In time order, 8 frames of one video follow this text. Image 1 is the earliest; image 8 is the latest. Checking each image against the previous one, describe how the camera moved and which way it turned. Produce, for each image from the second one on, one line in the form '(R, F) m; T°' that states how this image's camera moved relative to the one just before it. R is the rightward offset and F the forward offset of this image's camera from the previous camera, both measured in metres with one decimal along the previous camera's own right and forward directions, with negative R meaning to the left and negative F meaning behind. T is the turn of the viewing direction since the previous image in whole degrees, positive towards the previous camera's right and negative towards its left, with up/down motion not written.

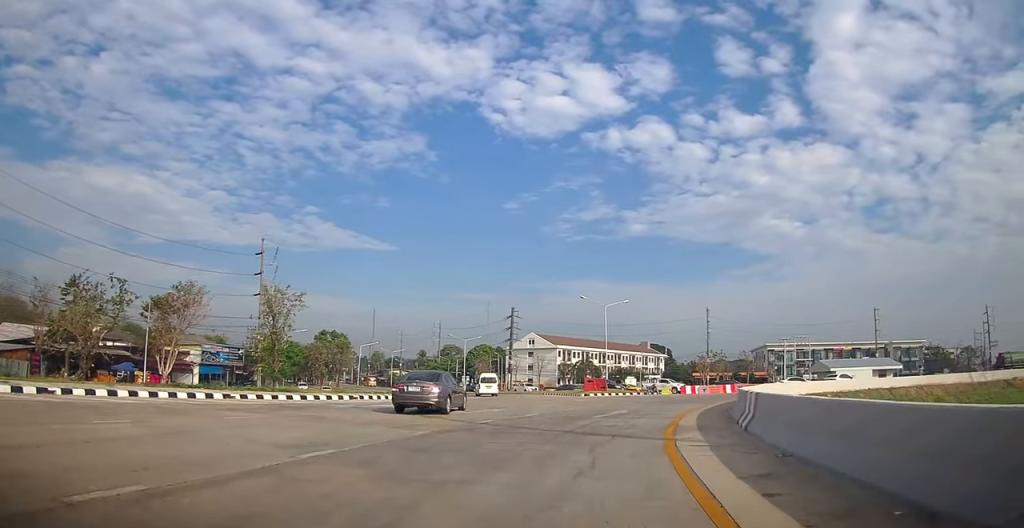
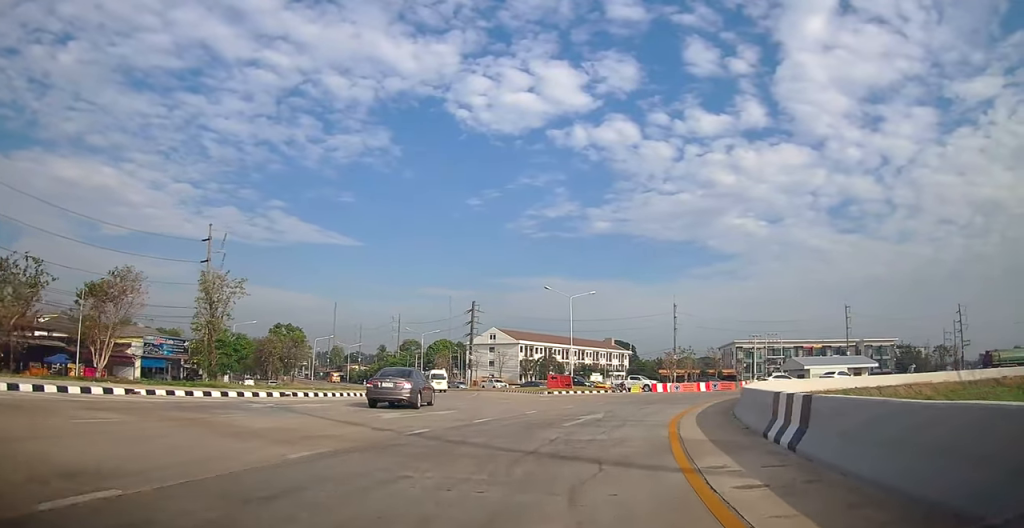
(0.0, +4.1) m; +2°
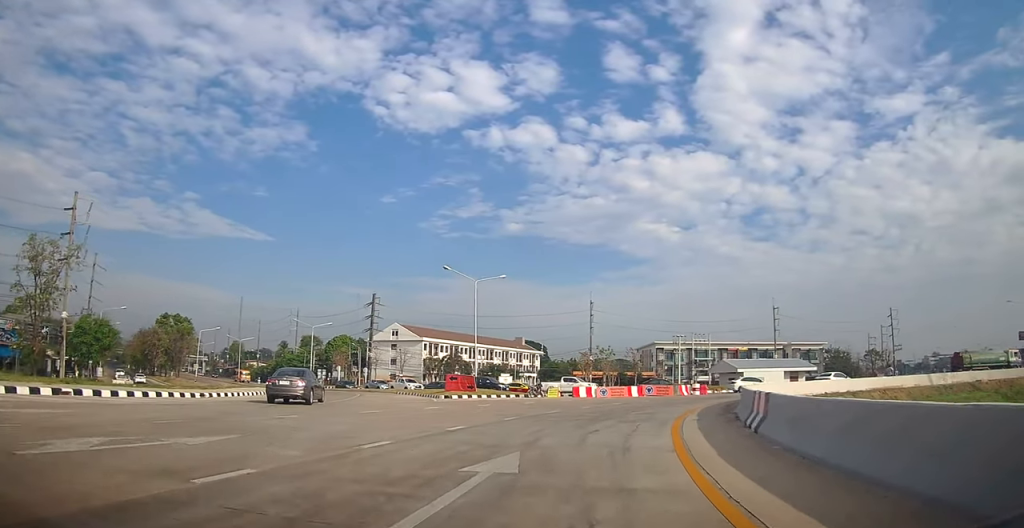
(+0.2, +9.3) m; +9°
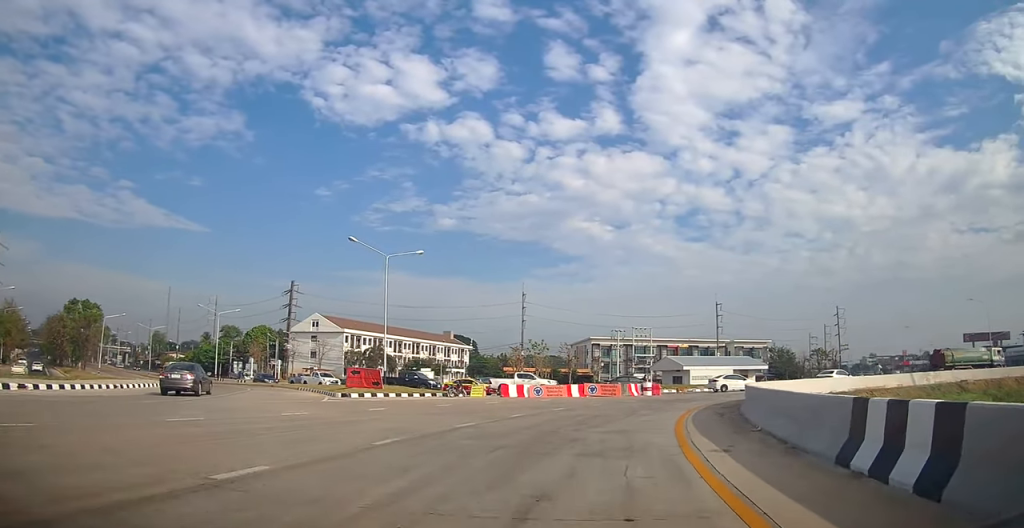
(+0.8, +7.1) m; +9°
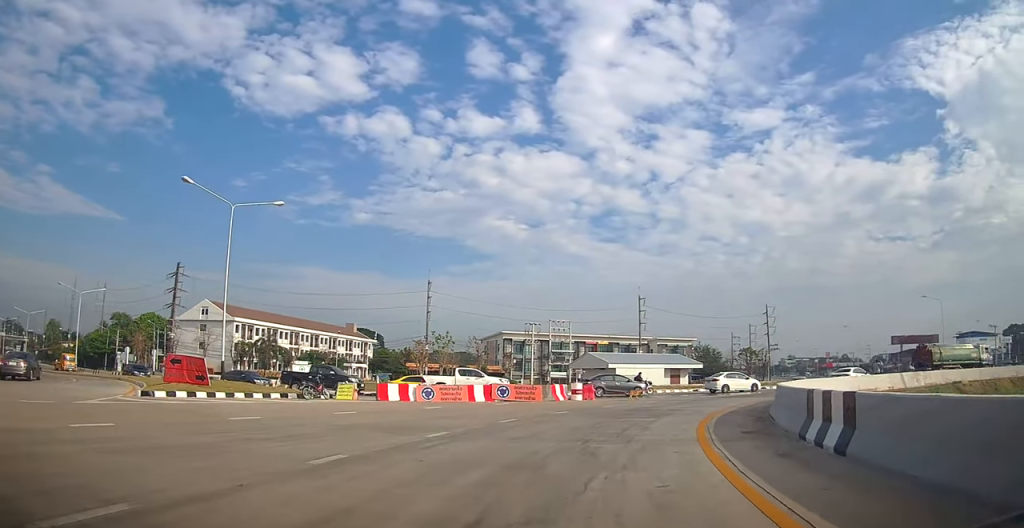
(+0.8, +9.8) m; +9°
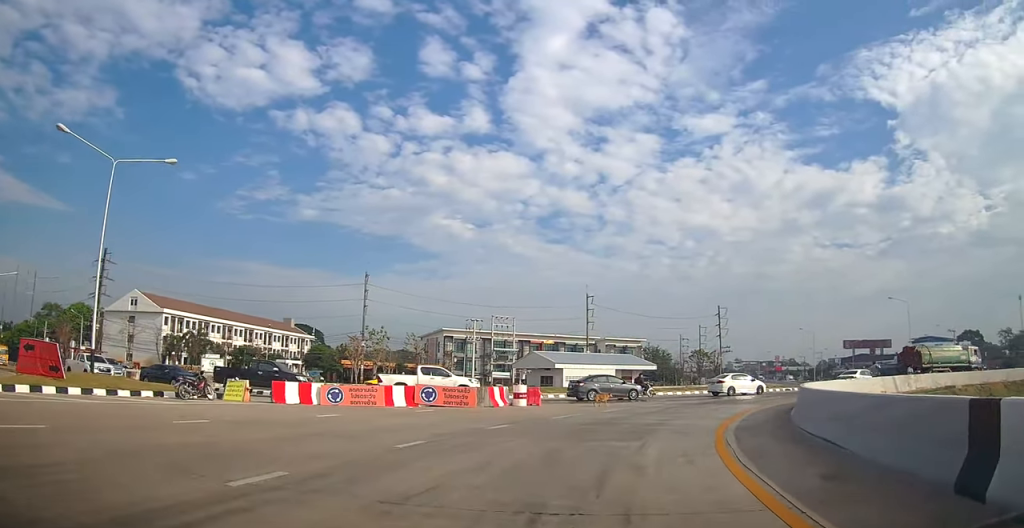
(+0.2, +5.4) m; +5°
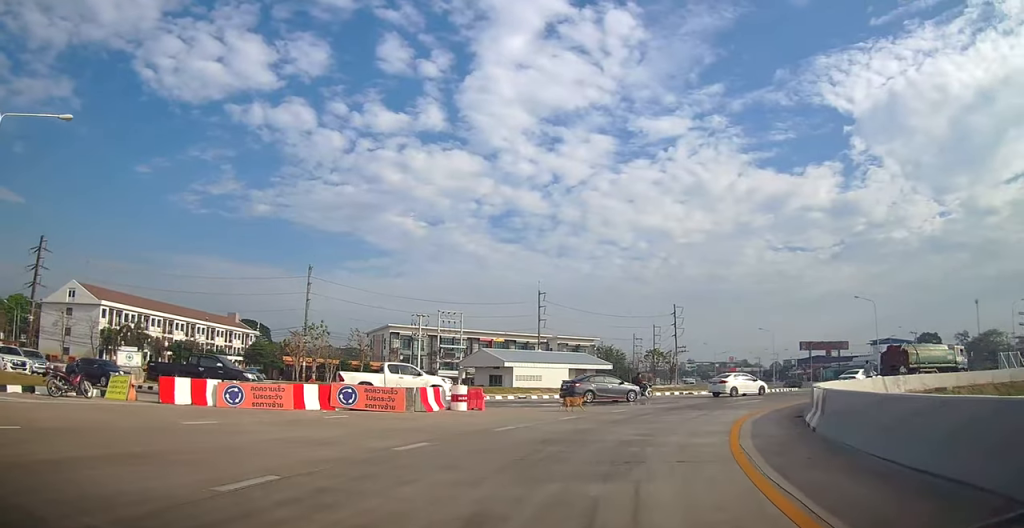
(-0.1, +4.1) m; +4°
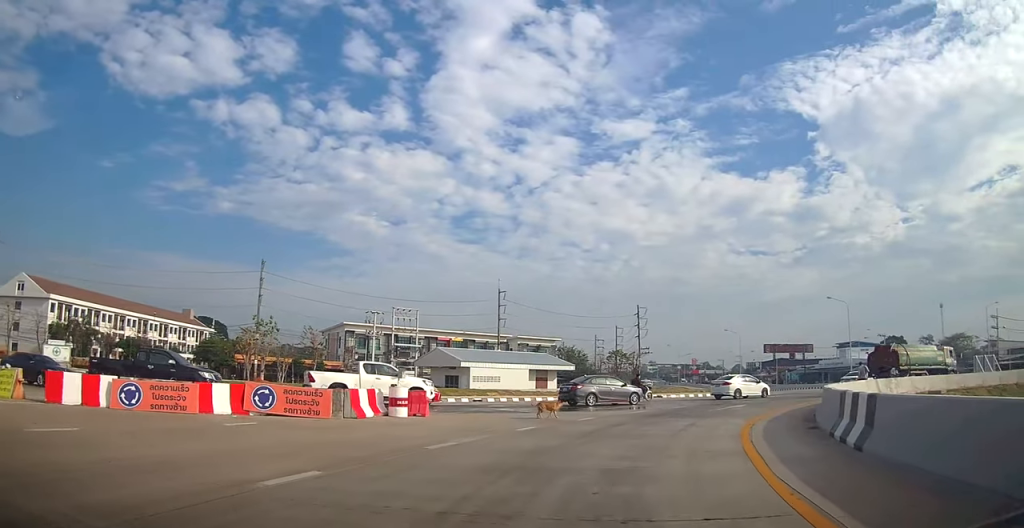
(+0.3, +3.1) m; +4°
